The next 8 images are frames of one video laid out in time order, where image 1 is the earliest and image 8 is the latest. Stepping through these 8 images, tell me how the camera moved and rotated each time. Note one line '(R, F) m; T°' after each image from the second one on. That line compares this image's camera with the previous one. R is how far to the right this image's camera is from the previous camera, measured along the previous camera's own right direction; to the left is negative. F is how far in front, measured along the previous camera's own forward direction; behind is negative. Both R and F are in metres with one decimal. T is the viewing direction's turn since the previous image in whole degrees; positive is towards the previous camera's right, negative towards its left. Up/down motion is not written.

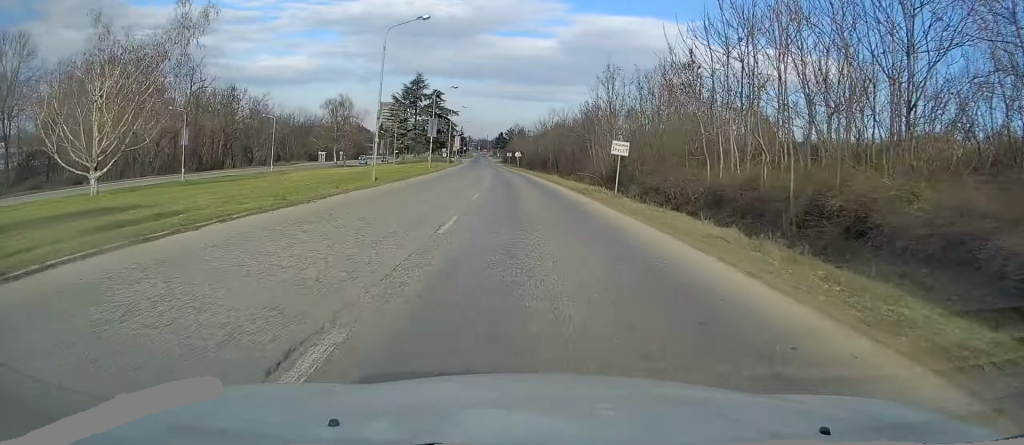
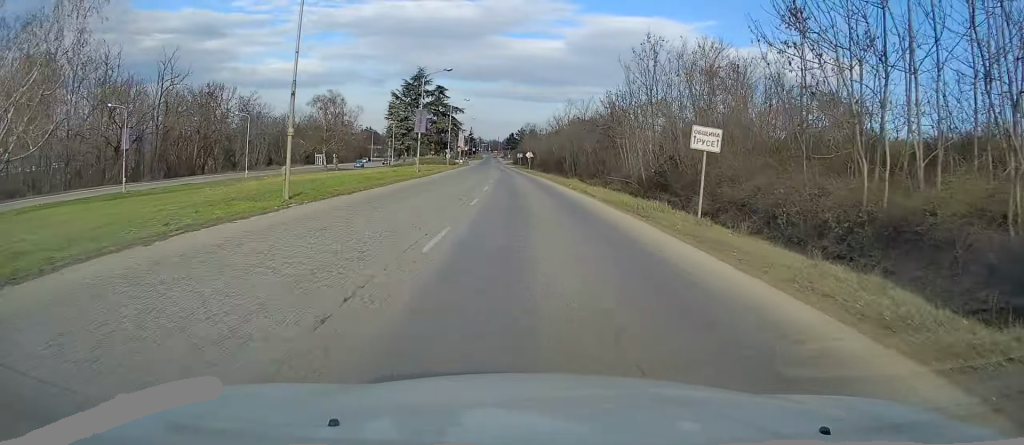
(-0.1, +11.3) m; -1°
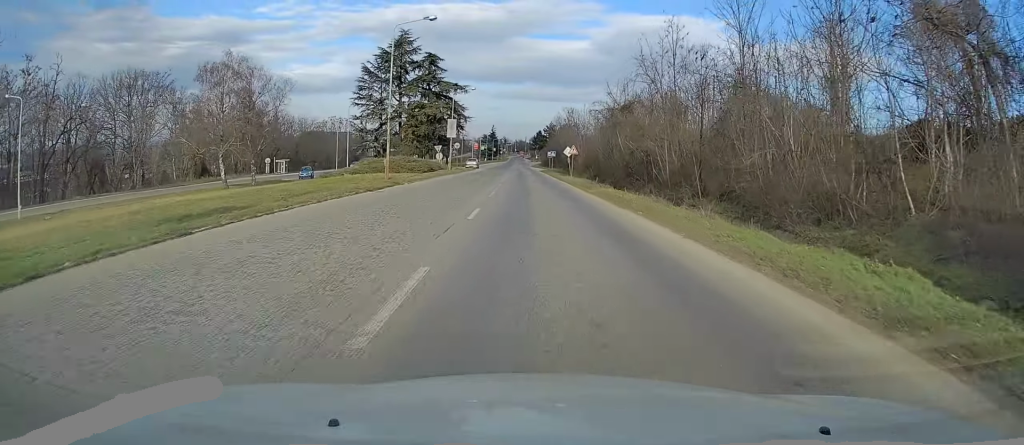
(-1.0, +40.1) m; -3°
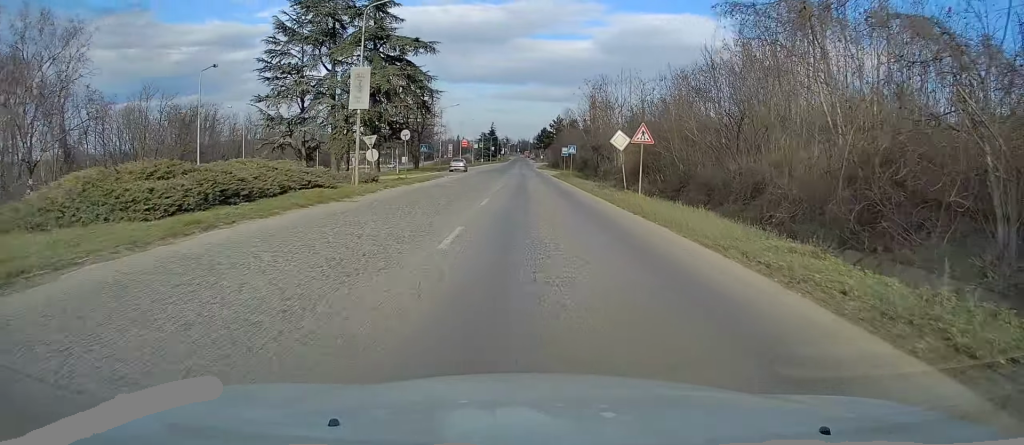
(-0.2, +31.4) m; 0°
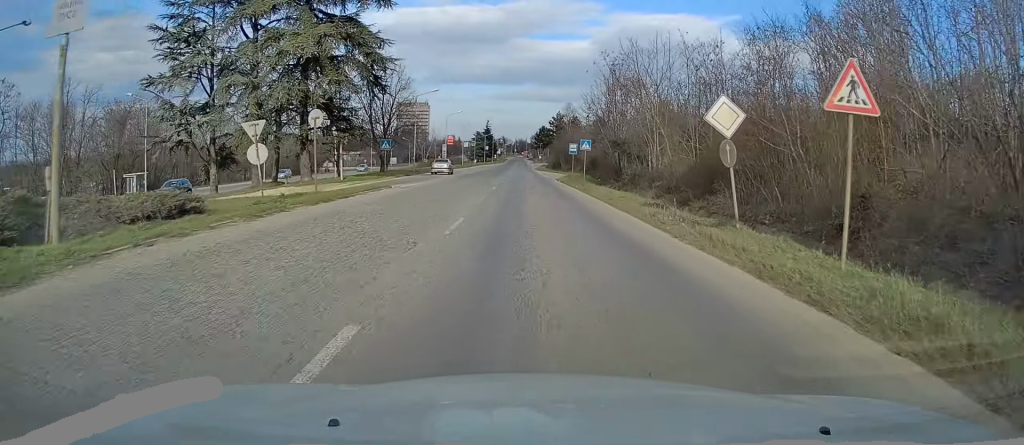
(0.0, +16.0) m; 0°
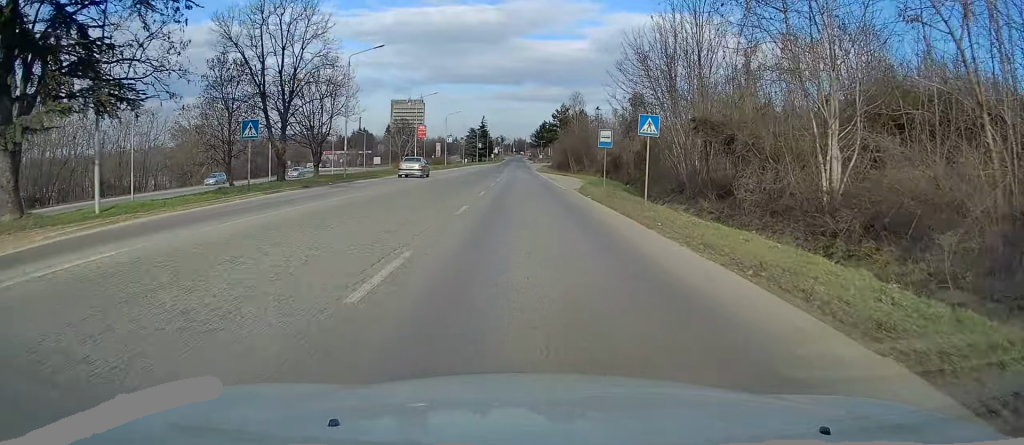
(0.0, +23.3) m; 0°
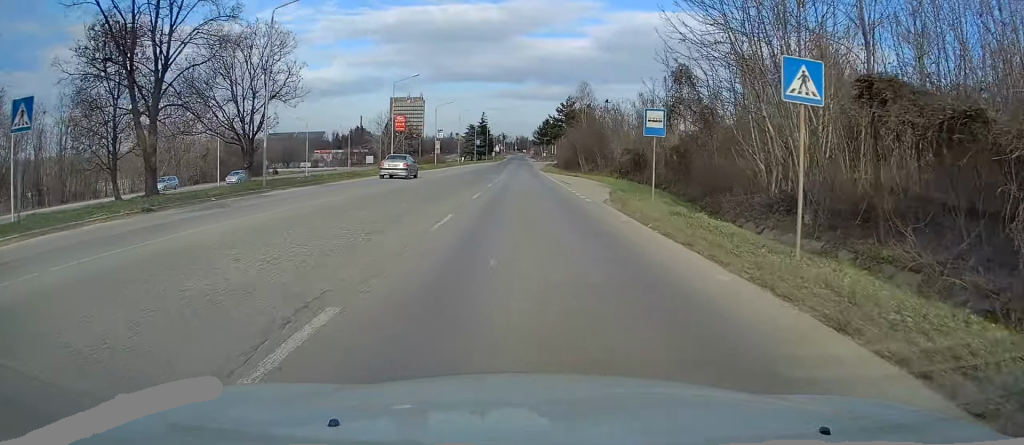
(-0.2, +12.3) m; 0°
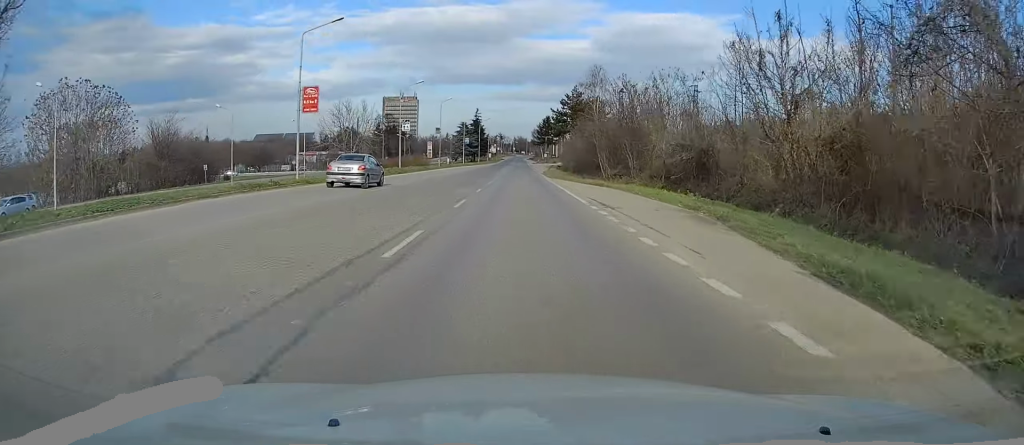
(+0.2, +21.6) m; 0°
